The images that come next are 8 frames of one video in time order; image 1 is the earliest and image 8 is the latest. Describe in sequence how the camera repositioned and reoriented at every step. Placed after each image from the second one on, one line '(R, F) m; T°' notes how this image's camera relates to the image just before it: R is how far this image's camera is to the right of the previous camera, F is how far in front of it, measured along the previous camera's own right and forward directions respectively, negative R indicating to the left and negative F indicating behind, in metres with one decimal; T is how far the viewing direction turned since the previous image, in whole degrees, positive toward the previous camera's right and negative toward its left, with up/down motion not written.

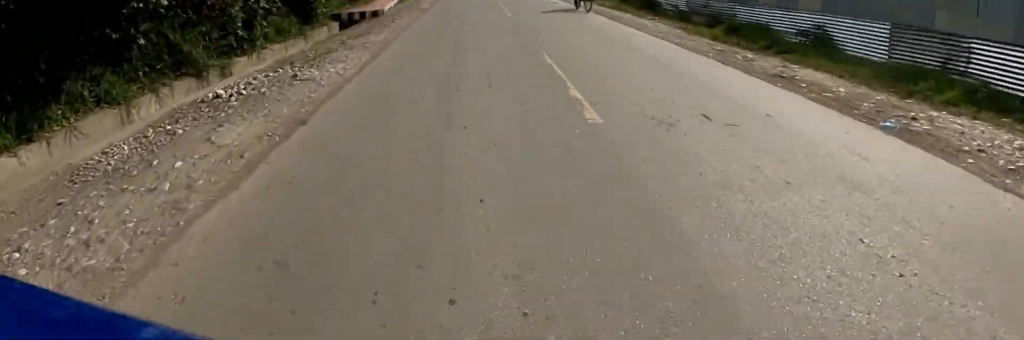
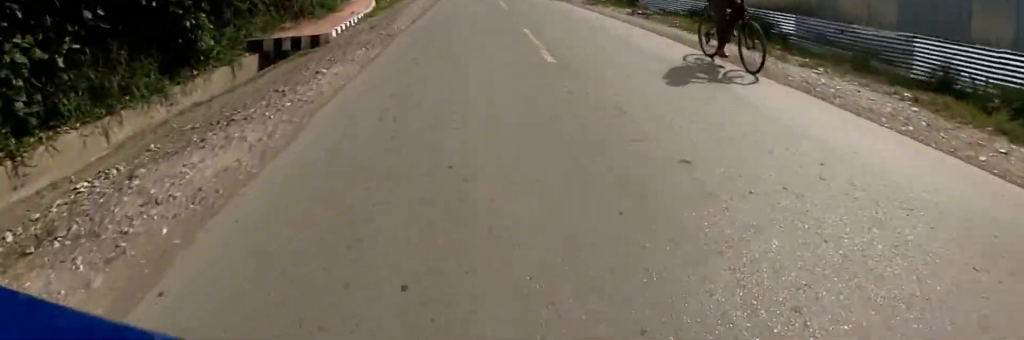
(+0.3, +5.6) m; +3°
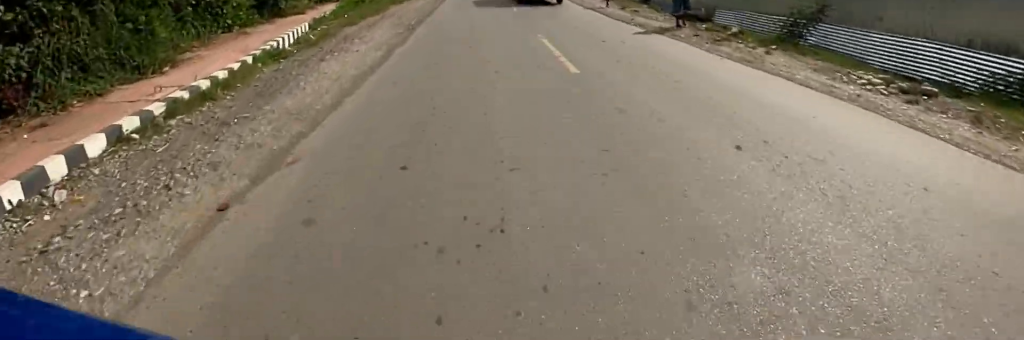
(+0.4, +8.4) m; +3°
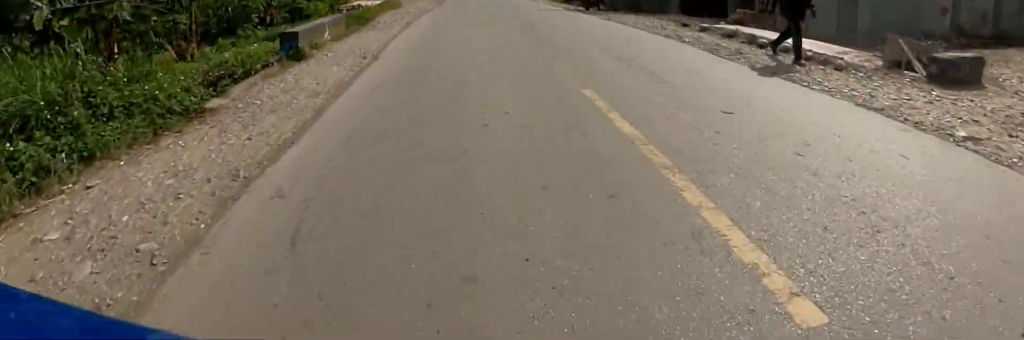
(0.0, +19.8) m; 0°
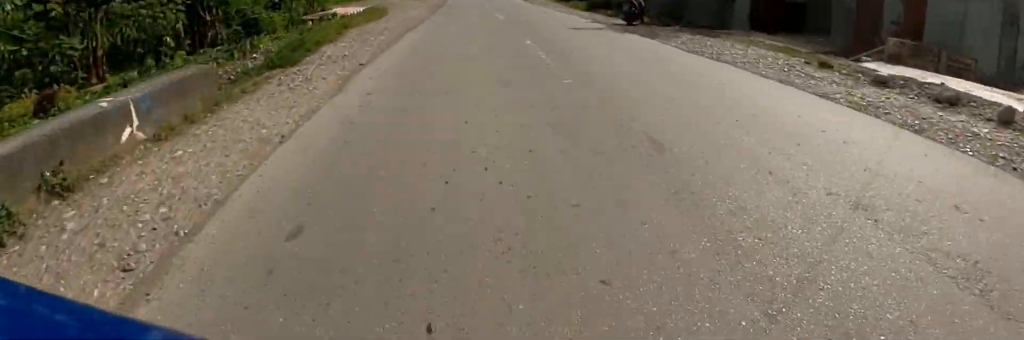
(0.0, +4.7) m; 0°
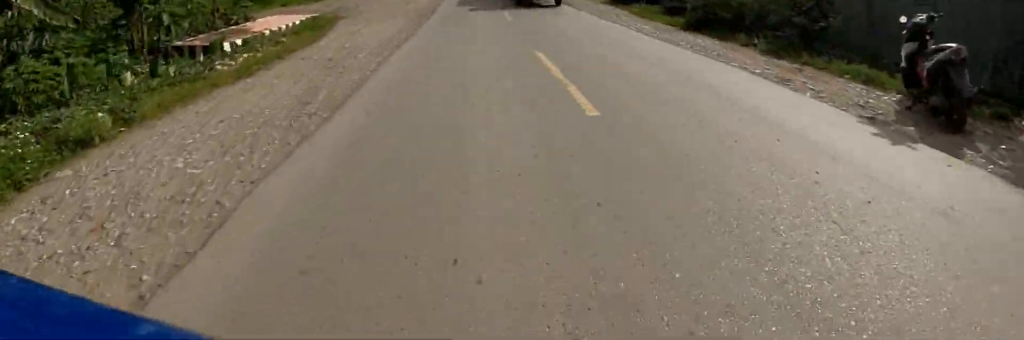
(0.0, +9.5) m; 0°
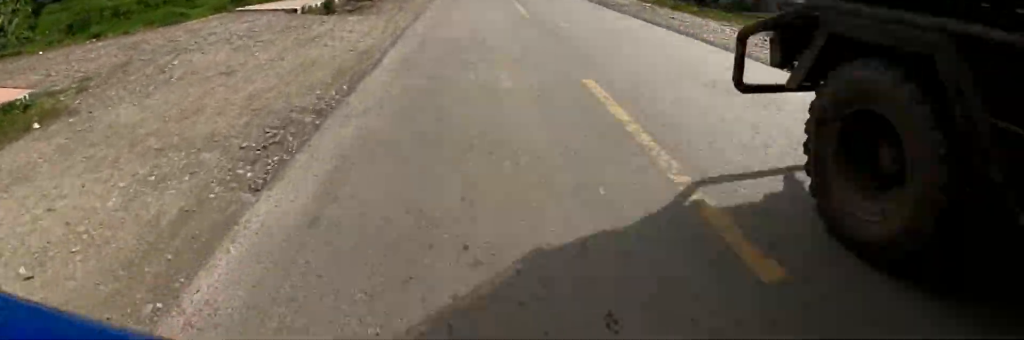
(0.0, +10.7) m; 0°
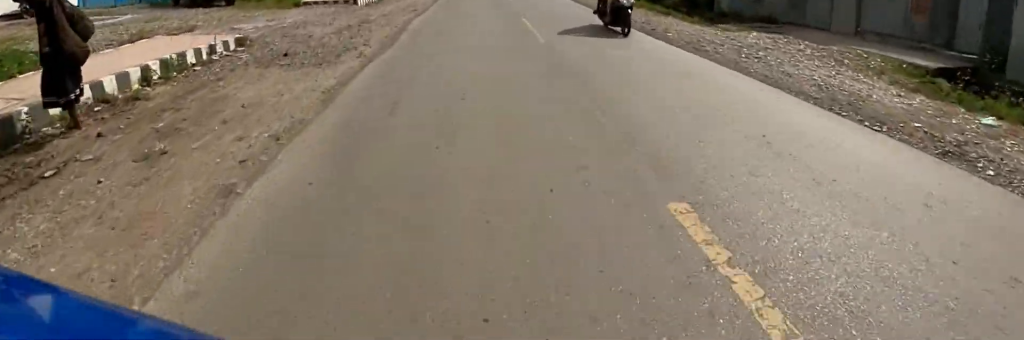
(0.0, +10.1) m; +2°
